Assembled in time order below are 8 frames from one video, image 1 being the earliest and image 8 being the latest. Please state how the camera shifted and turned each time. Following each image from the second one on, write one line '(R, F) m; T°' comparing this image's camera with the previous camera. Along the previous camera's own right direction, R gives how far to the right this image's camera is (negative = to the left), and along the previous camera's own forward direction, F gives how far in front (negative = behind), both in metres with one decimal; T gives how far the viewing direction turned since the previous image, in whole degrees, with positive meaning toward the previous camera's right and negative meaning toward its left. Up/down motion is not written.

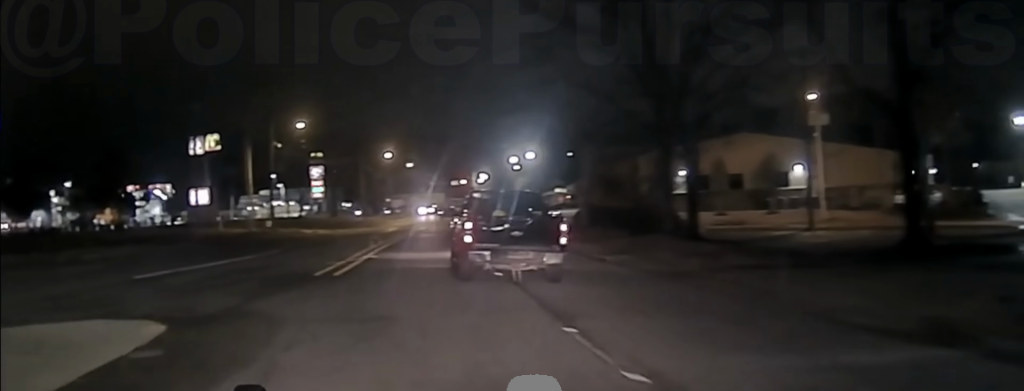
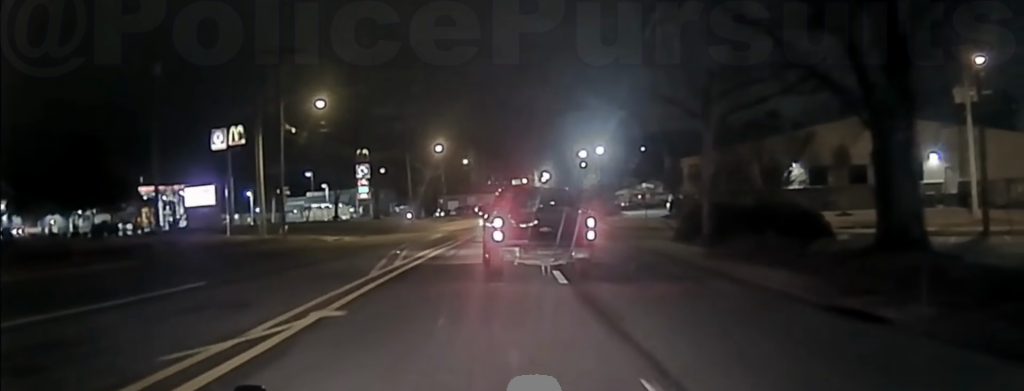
(-1.4, +14.1) m; -8°
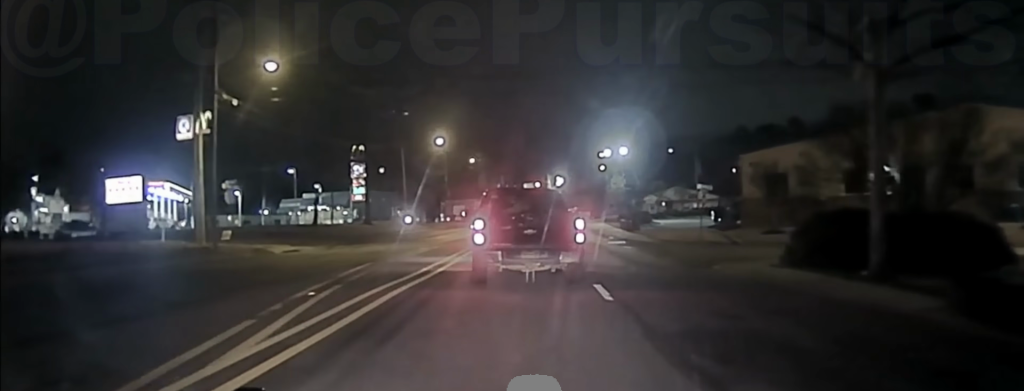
(-0.6, +16.1) m; -2°
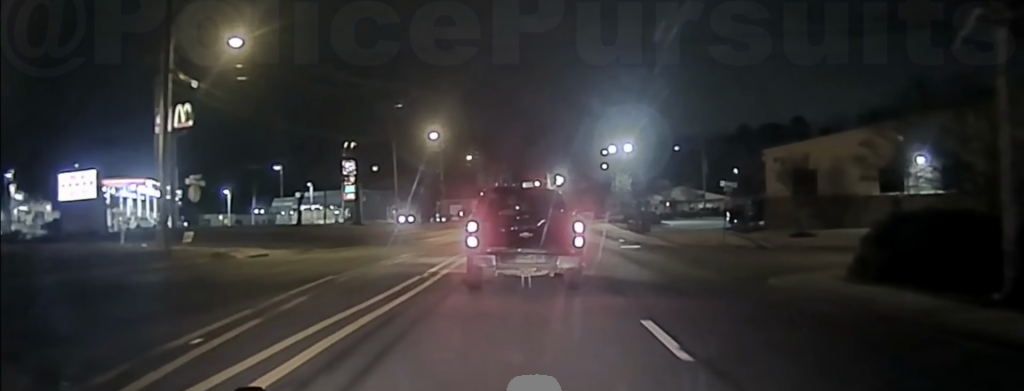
(0.0, +7.3) m; 0°
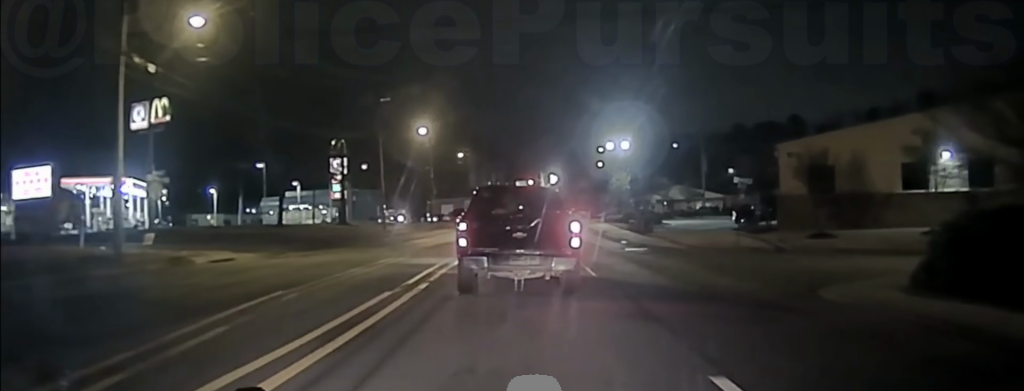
(0.0, +4.5) m; 0°
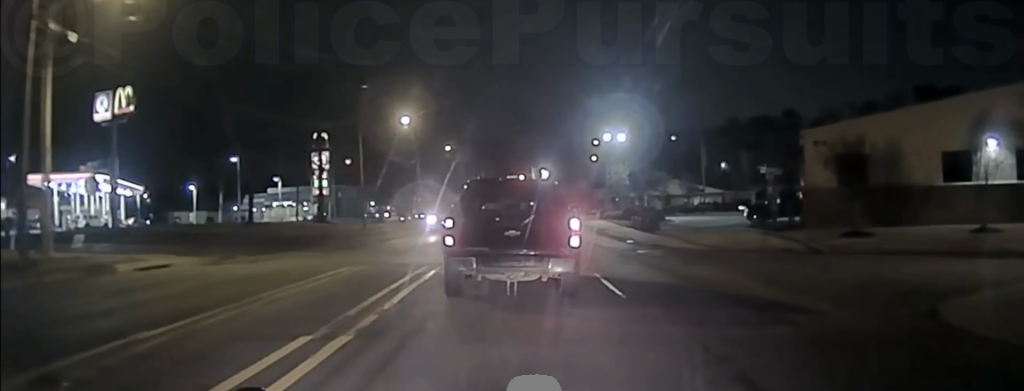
(0.0, +6.4) m; 0°
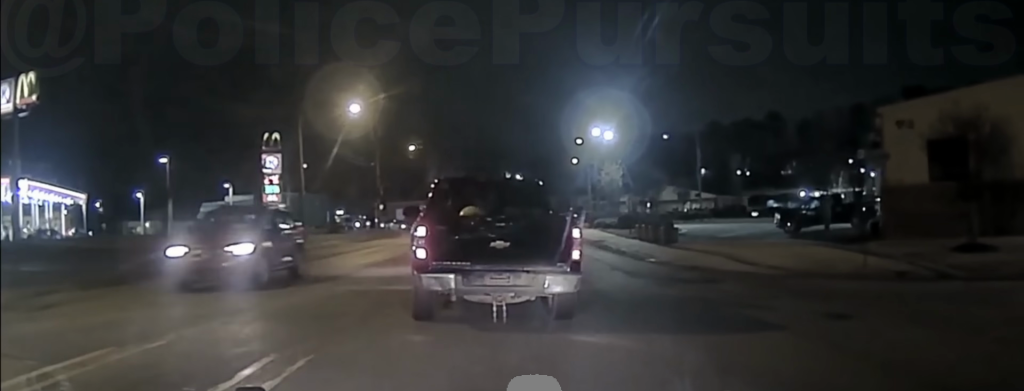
(+0.2, +13.5) m; +1°
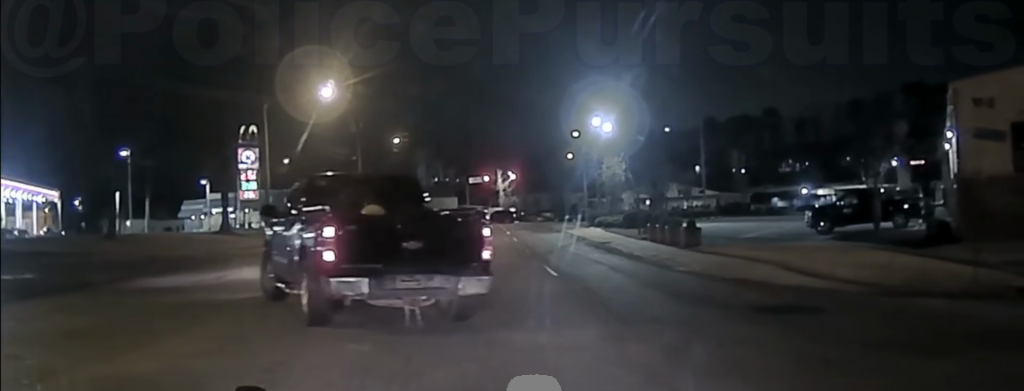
(0.0, +6.1) m; -1°
